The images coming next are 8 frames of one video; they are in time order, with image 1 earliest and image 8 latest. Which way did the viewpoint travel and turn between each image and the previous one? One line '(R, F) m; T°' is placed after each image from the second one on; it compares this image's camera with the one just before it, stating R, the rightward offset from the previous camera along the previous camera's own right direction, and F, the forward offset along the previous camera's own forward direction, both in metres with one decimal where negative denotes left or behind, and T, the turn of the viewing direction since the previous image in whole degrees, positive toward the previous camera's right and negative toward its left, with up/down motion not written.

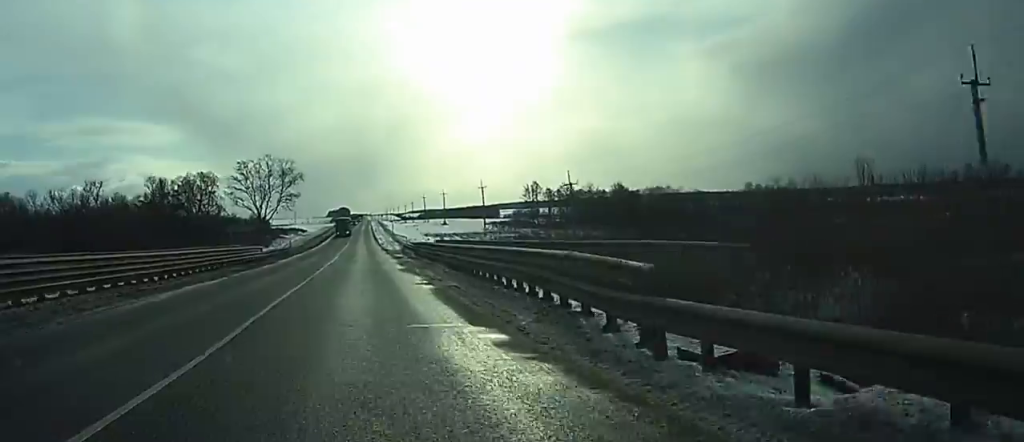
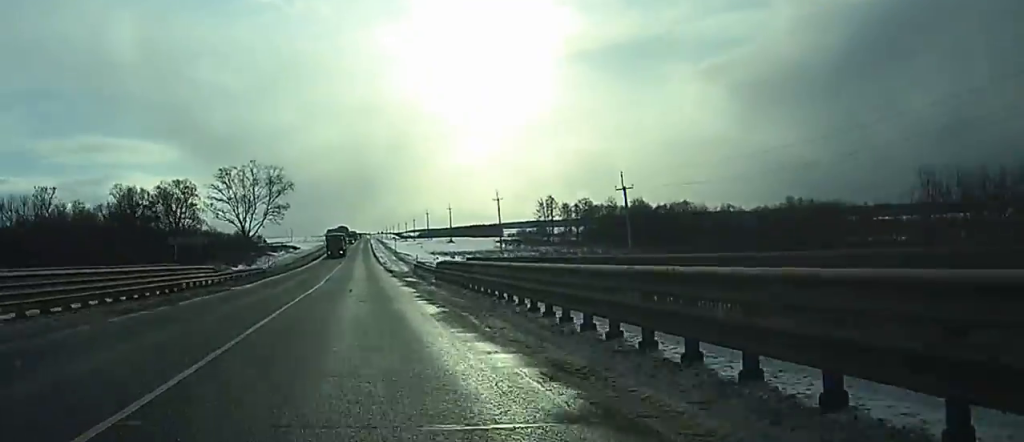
(-0.1, +19.3) m; 0°
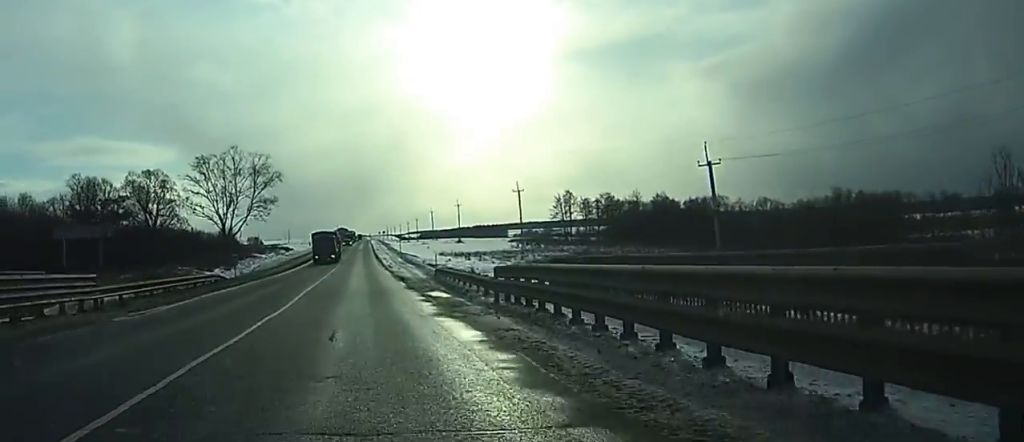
(+0.1, +18.5) m; 0°
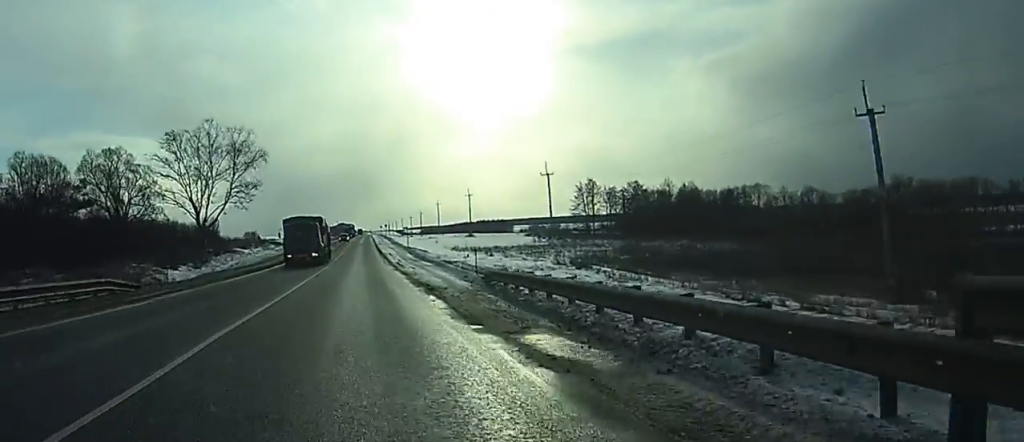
(-0.1, +18.5) m; 0°
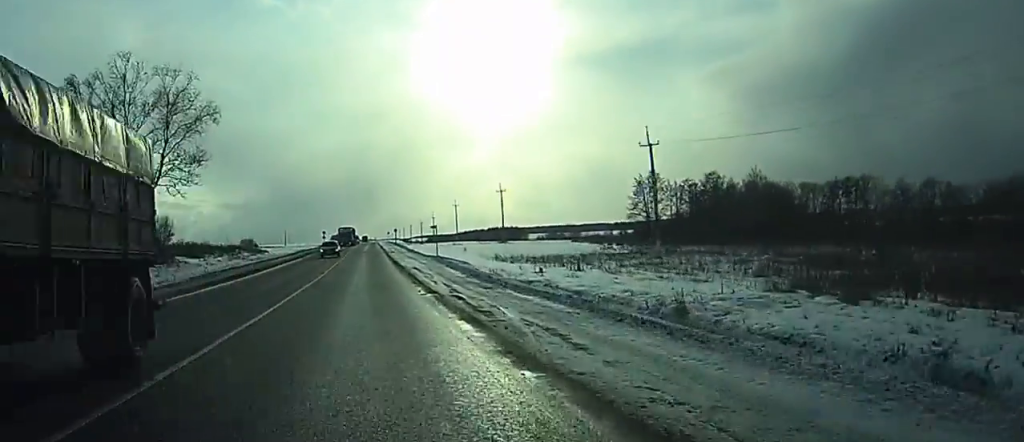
(-0.1, +35.3) m; 0°
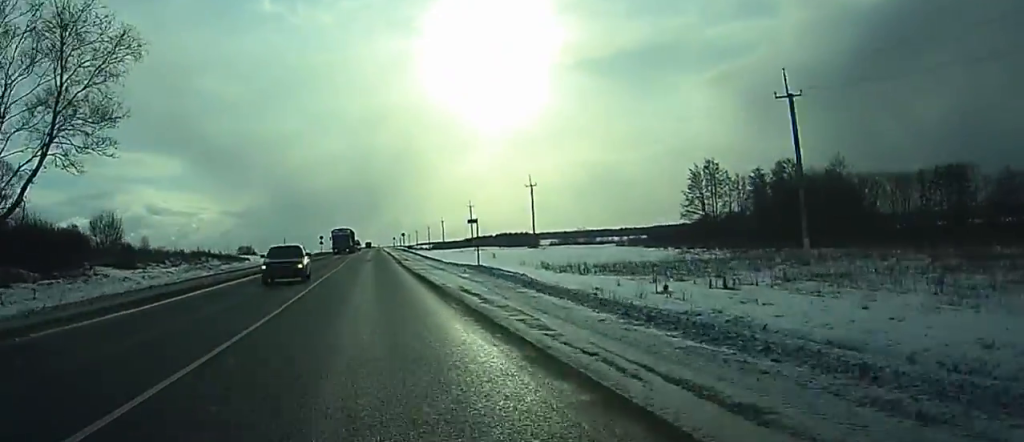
(0.0, +22.6) m; 0°
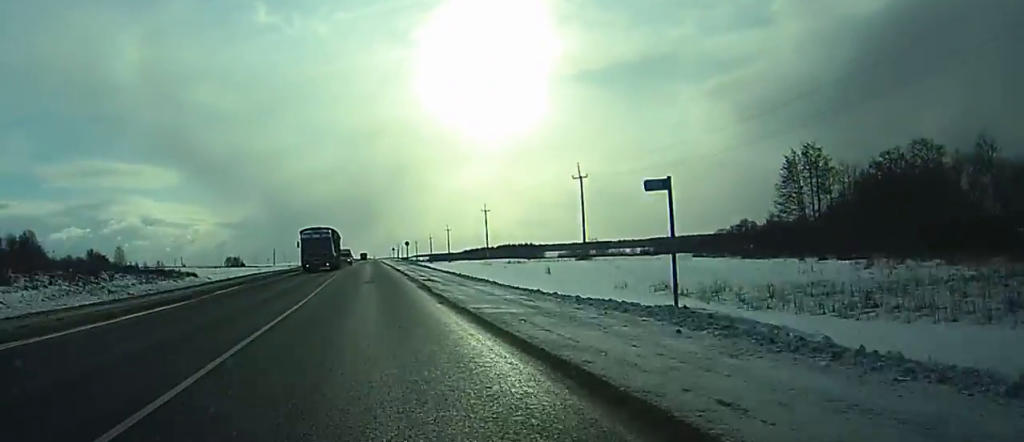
(0.0, +28.7) m; 0°
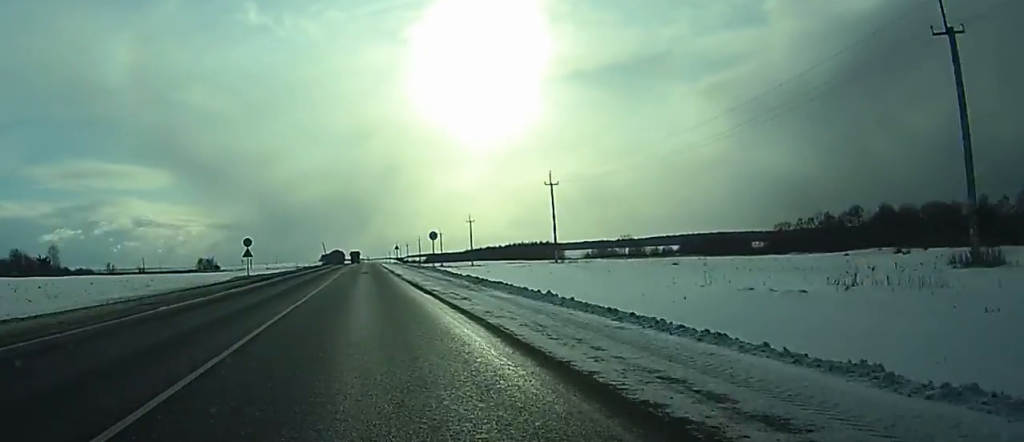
(+0.3, +59.3) m; +1°
